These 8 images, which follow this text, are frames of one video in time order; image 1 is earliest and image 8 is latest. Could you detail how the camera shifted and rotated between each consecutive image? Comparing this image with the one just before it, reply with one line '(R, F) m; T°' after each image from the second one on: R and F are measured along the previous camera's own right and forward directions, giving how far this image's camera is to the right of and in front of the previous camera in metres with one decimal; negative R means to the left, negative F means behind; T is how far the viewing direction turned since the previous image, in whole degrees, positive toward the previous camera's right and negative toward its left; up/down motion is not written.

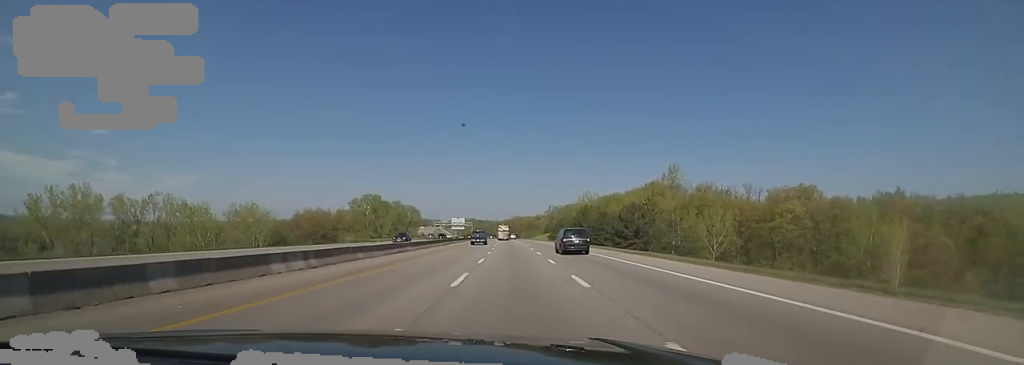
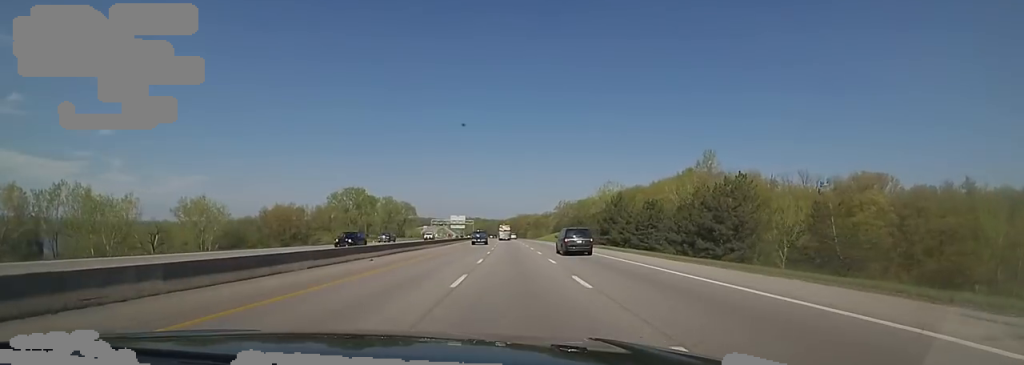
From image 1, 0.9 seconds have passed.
(0.0, +30.5) m; 0°
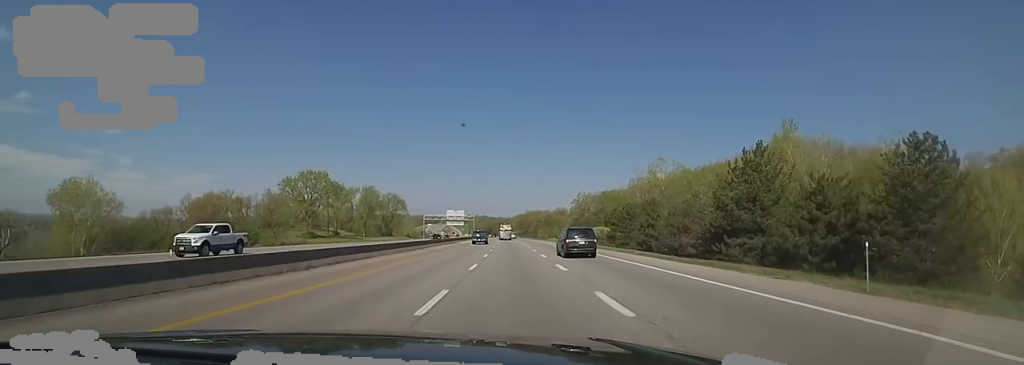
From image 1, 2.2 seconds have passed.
(0.0, +43.3) m; 0°
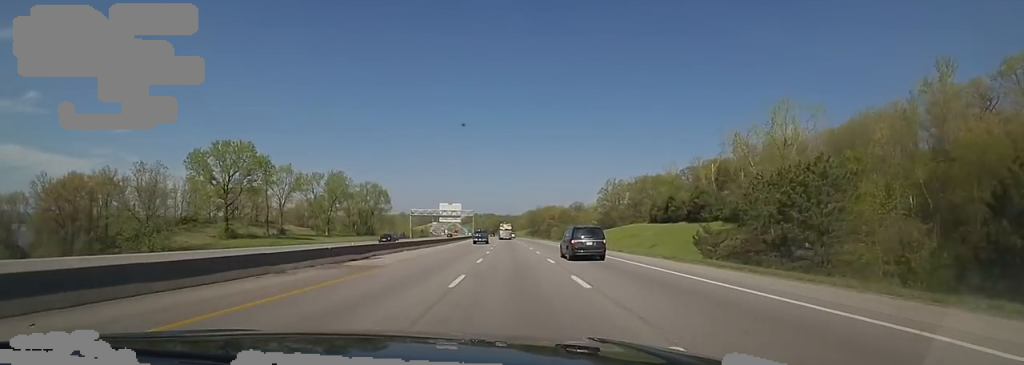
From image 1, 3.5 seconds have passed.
(-0.1, +45.0) m; 0°
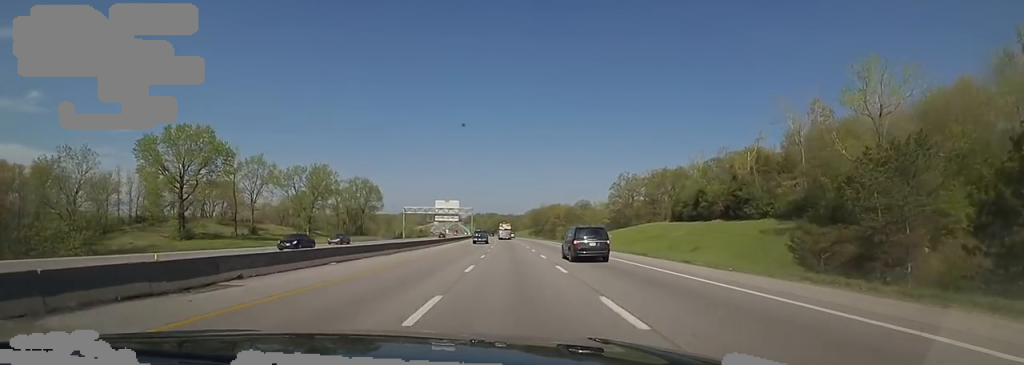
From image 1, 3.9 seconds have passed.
(+0.1, +15.0) m; -1°
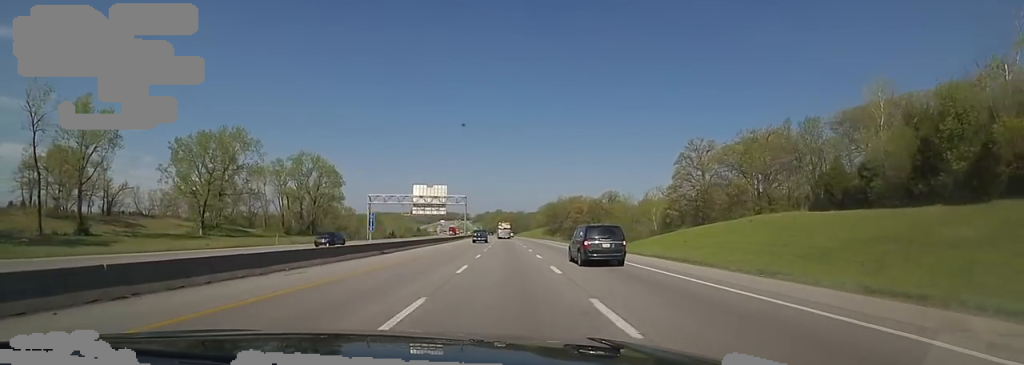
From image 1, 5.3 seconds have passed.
(-1.8, +49.9) m; -4°
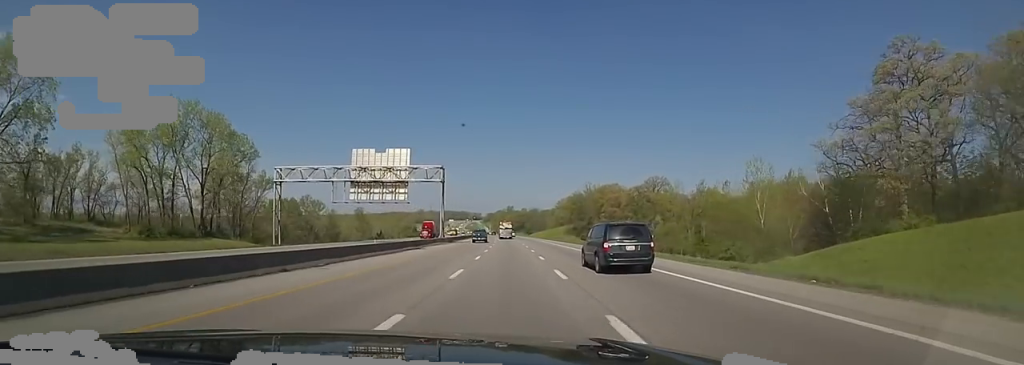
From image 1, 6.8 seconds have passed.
(0.0, +51.6) m; 0°
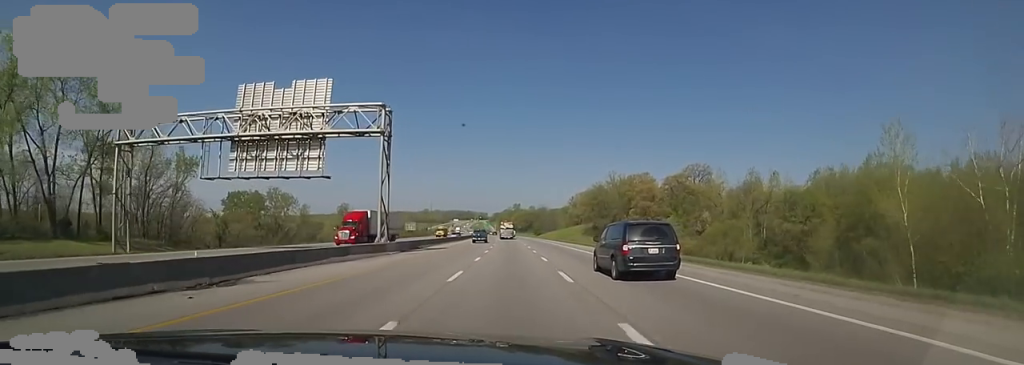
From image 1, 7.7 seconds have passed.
(0.0, +30.7) m; 0°
